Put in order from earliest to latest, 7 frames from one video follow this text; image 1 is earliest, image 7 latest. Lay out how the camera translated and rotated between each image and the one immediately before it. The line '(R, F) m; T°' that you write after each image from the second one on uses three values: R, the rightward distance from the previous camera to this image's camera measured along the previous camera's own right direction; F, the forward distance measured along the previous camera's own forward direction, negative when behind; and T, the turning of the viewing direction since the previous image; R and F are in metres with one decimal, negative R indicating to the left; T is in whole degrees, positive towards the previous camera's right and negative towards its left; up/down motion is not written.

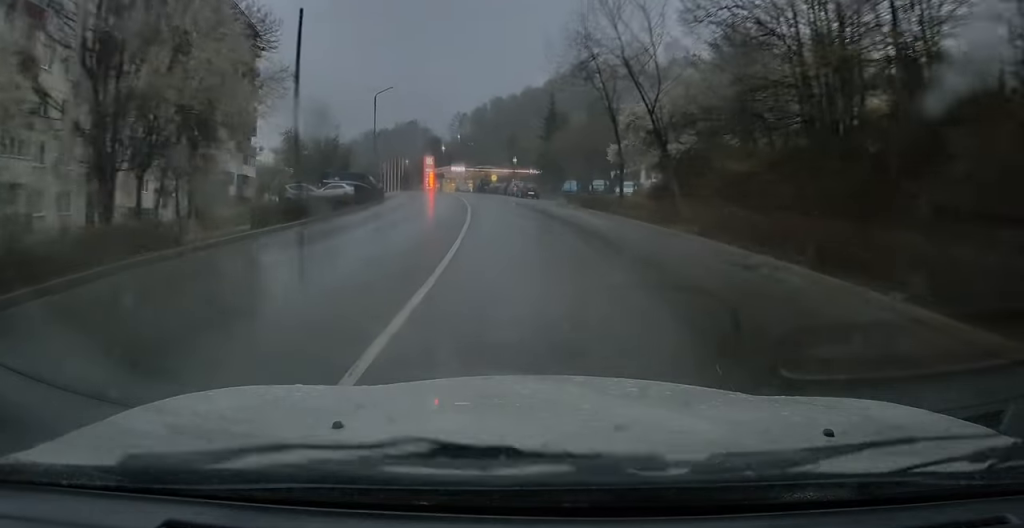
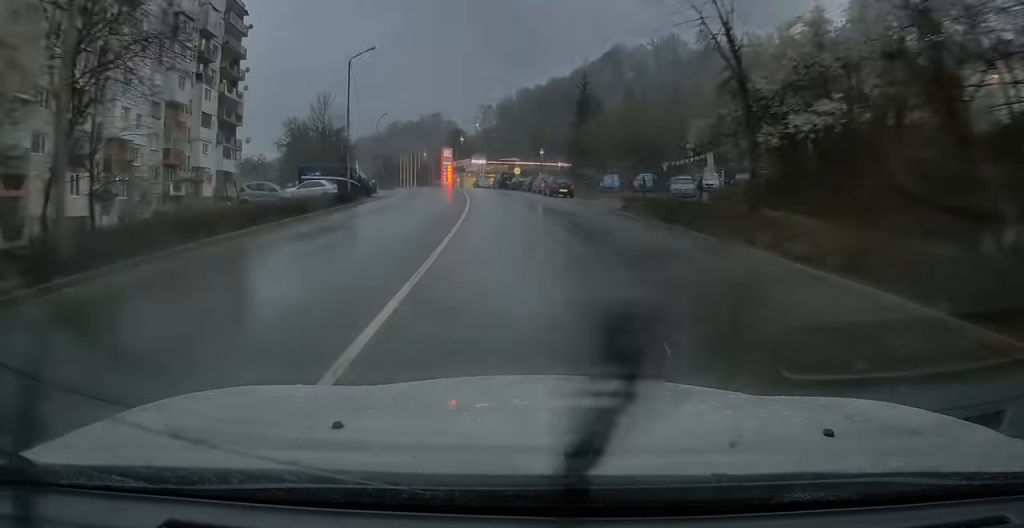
(-0.3, +13.1) m; -1°
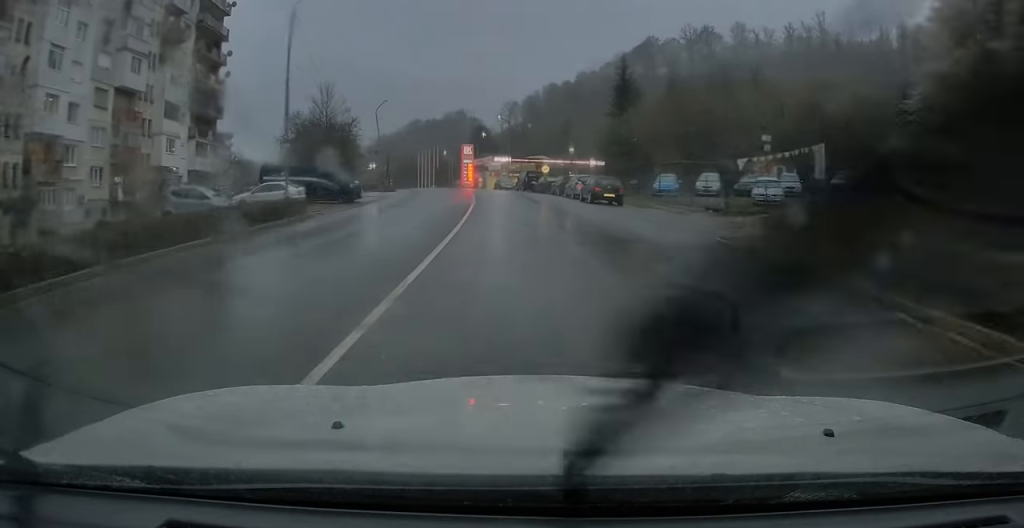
(0.0, +12.3) m; -2°
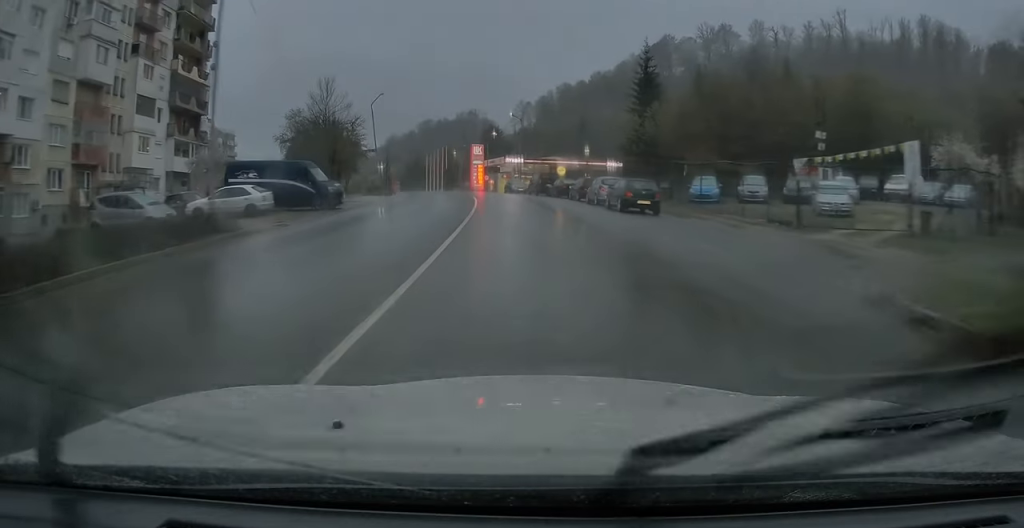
(0.0, +6.4) m; -2°
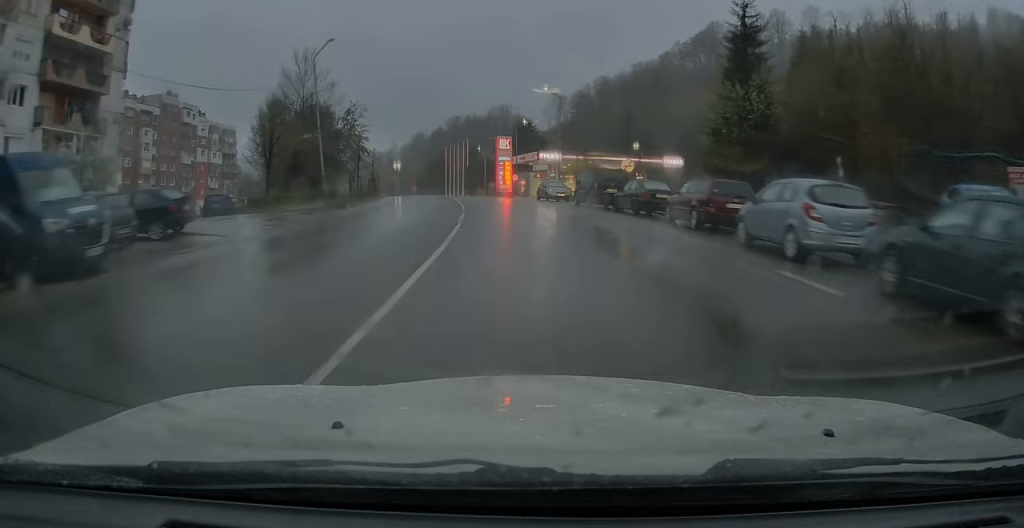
(-1.3, +21.5) m; -5°
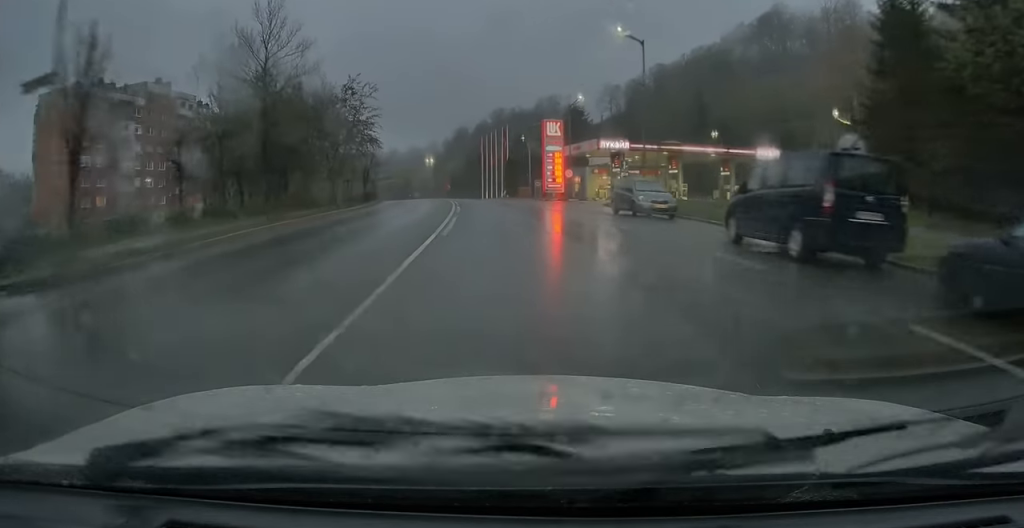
(-0.7, +21.2) m; -4°
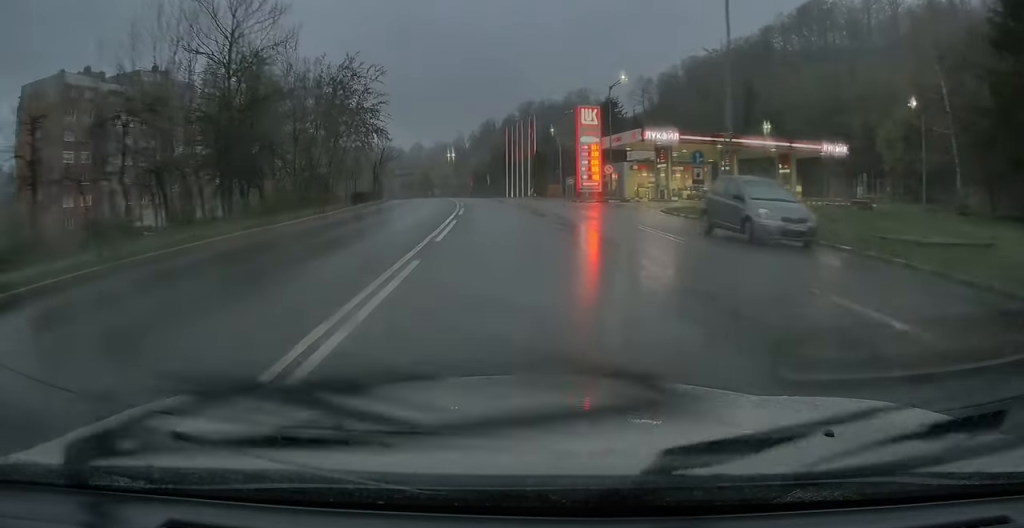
(-0.1, +10.4) m; -2°
